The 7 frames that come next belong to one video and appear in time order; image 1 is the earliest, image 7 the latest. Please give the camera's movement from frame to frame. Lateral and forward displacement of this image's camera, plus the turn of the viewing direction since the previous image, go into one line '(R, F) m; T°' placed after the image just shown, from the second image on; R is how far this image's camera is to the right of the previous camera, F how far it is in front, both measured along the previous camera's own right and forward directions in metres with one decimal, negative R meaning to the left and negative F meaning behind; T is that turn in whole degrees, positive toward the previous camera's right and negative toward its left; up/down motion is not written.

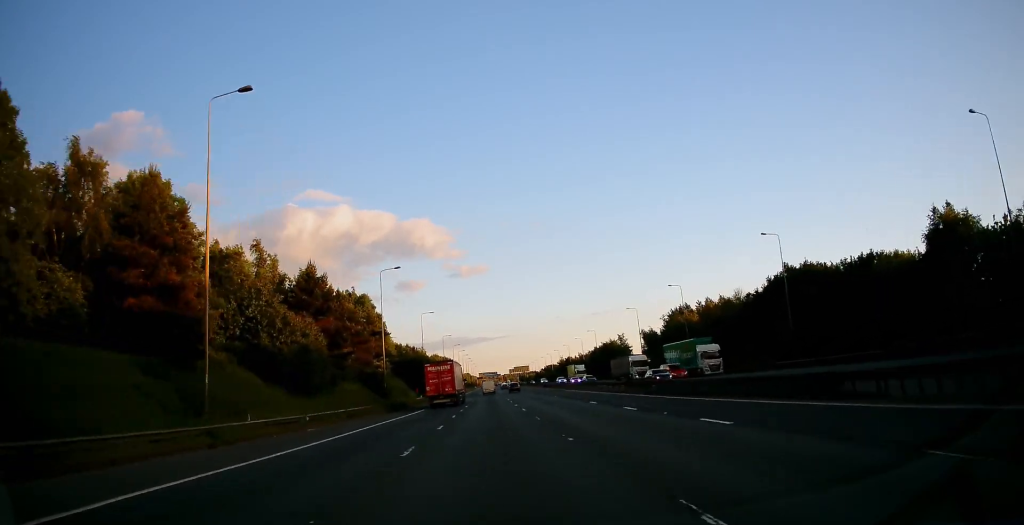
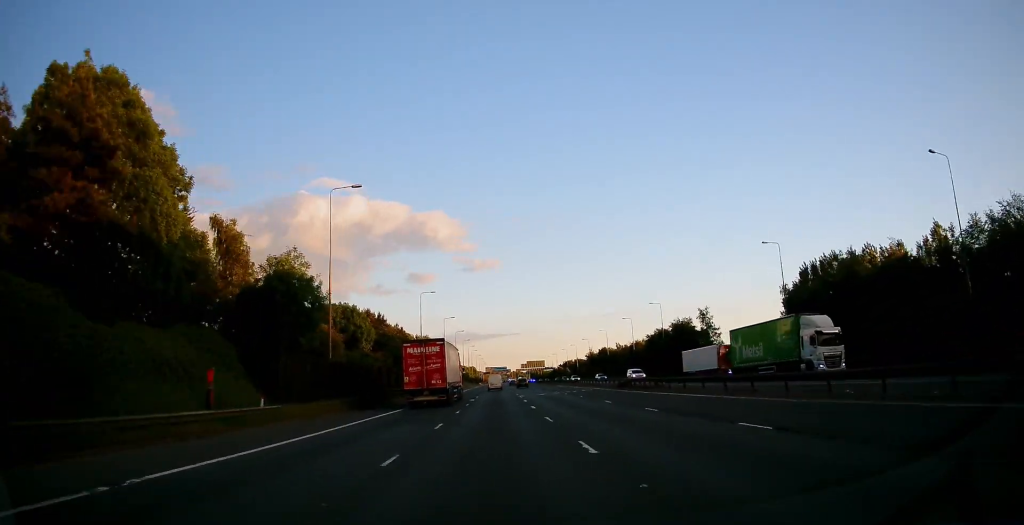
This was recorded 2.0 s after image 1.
(+0.2, +66.0) m; 0°
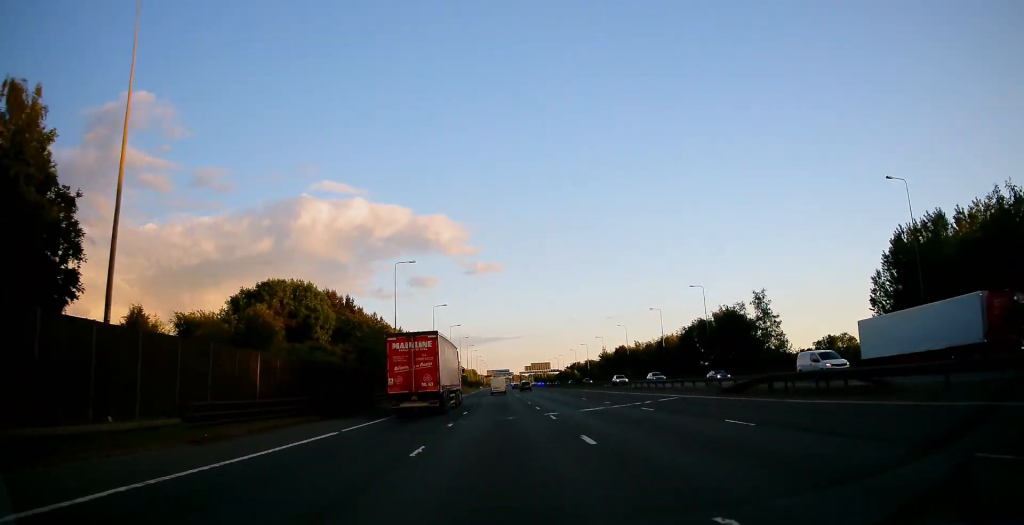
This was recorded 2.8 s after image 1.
(-0.2, +25.1) m; 0°
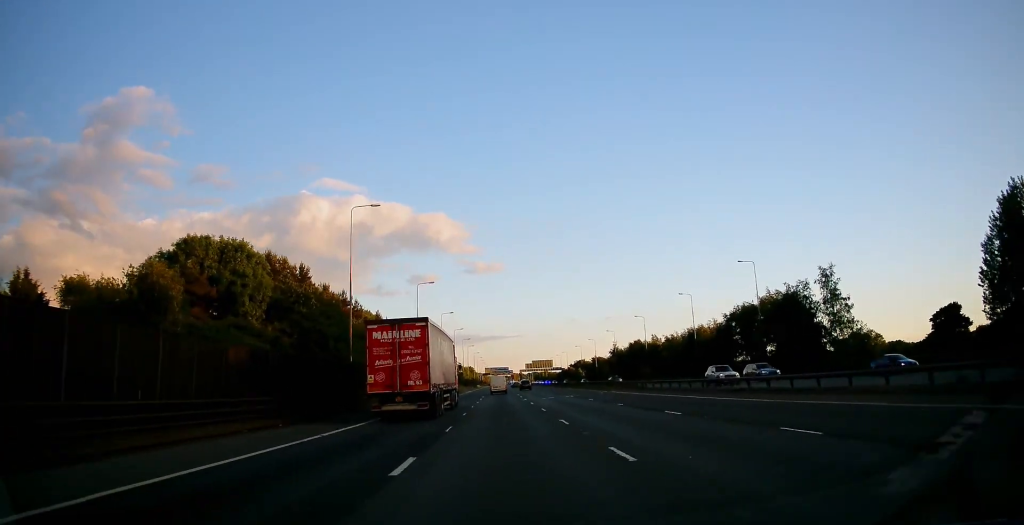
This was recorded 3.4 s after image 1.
(+0.3, +20.0) m; 0°
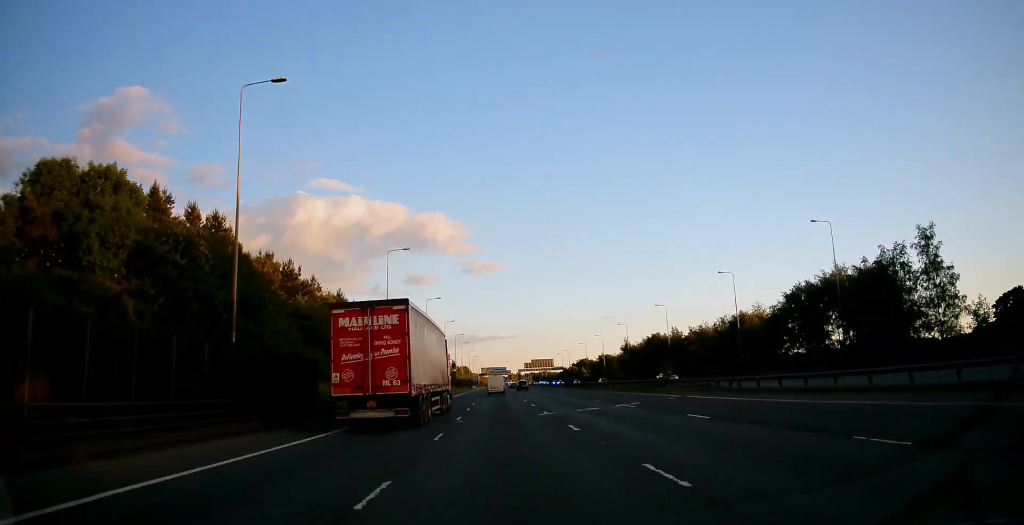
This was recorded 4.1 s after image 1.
(0.0, +21.1) m; 0°
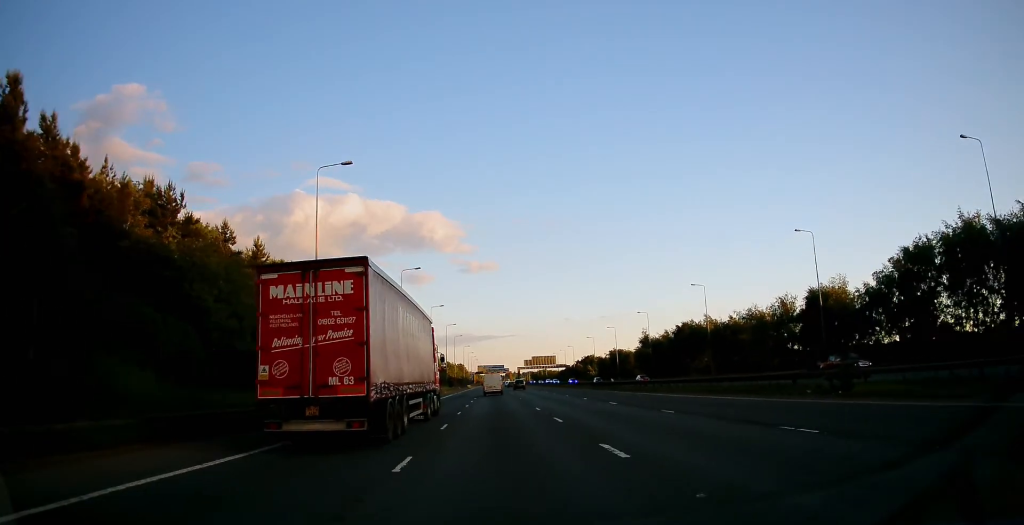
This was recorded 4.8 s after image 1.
(-0.3, +23.2) m; 0°
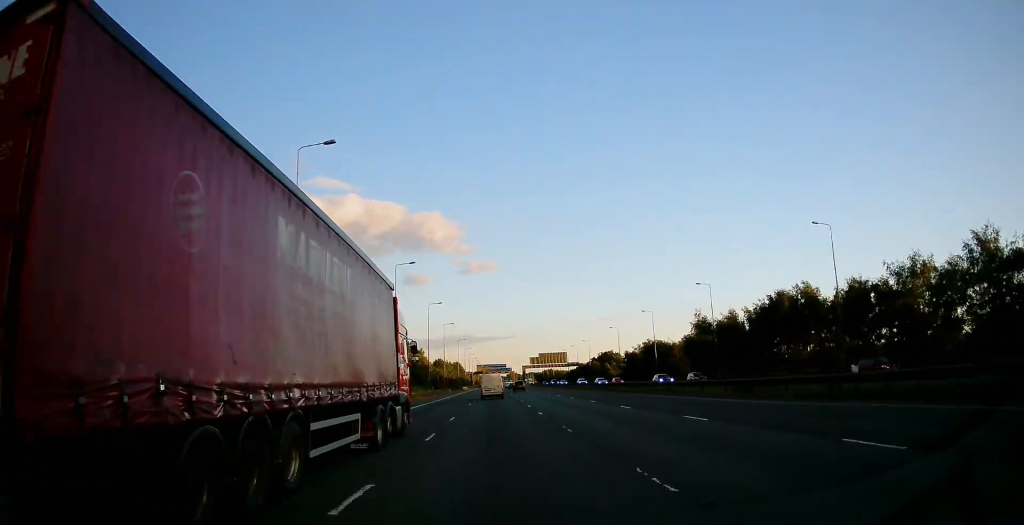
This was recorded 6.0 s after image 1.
(+0.3, +39.4) m; 0°
